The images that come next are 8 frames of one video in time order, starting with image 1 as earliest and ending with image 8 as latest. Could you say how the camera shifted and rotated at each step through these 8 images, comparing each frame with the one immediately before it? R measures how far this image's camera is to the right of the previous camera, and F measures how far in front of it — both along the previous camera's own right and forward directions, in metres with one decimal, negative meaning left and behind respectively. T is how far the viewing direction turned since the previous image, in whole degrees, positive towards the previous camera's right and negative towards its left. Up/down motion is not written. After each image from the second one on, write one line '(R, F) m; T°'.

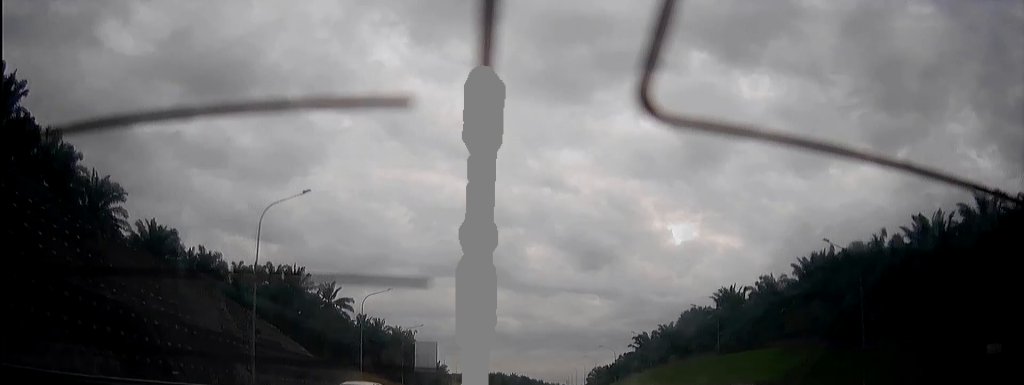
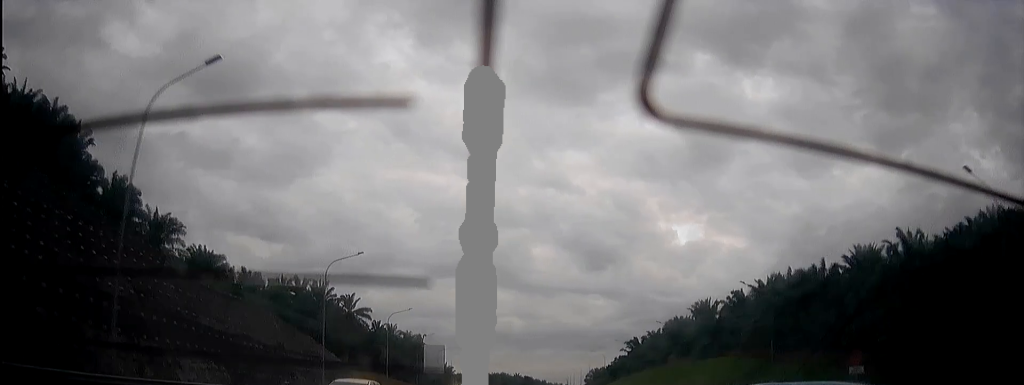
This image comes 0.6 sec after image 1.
(+0.1, +16.6) m; +1°
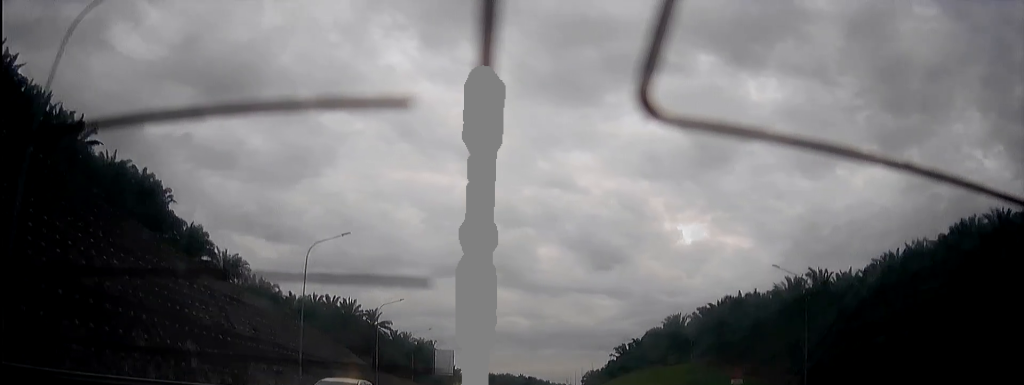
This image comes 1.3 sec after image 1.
(+0.2, +22.6) m; +1°
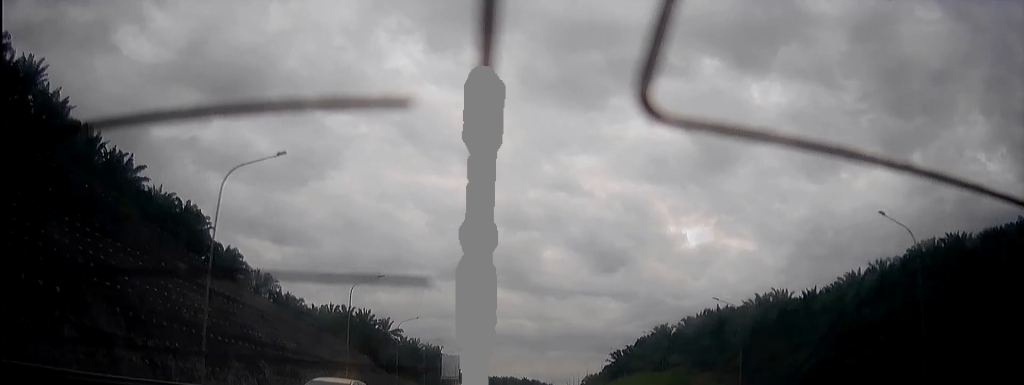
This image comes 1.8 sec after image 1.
(0.0, +14.3) m; 0°
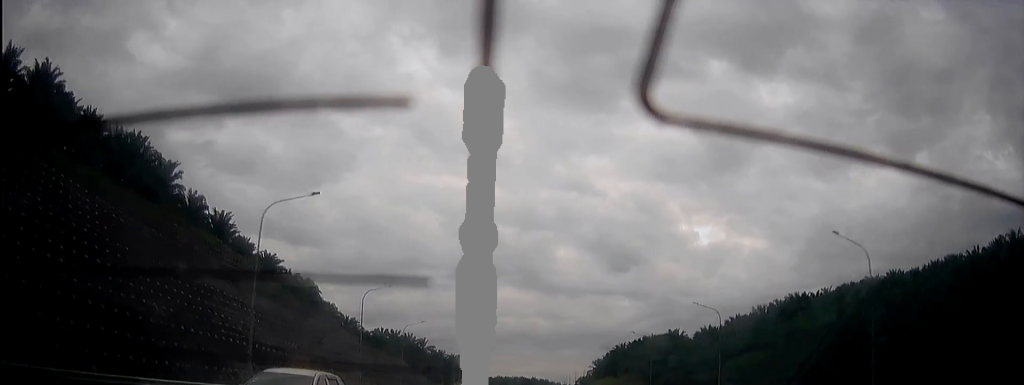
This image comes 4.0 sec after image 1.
(+0.7, +66.5) m; +1°
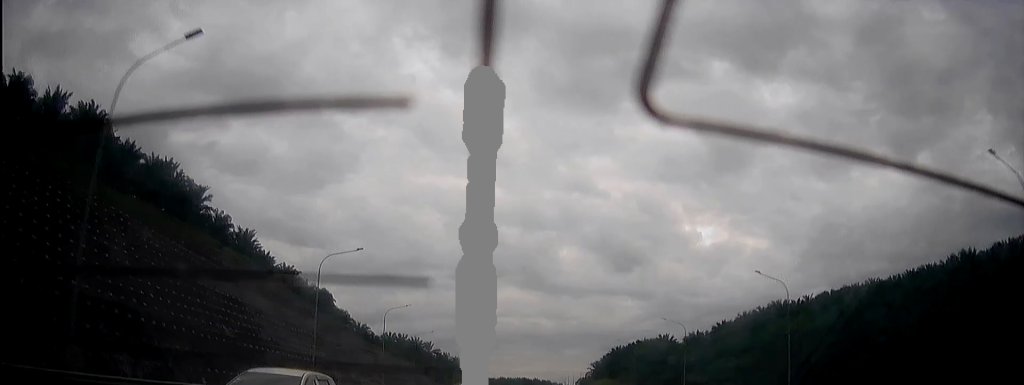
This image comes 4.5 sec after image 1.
(0.0, +13.1) m; 0°
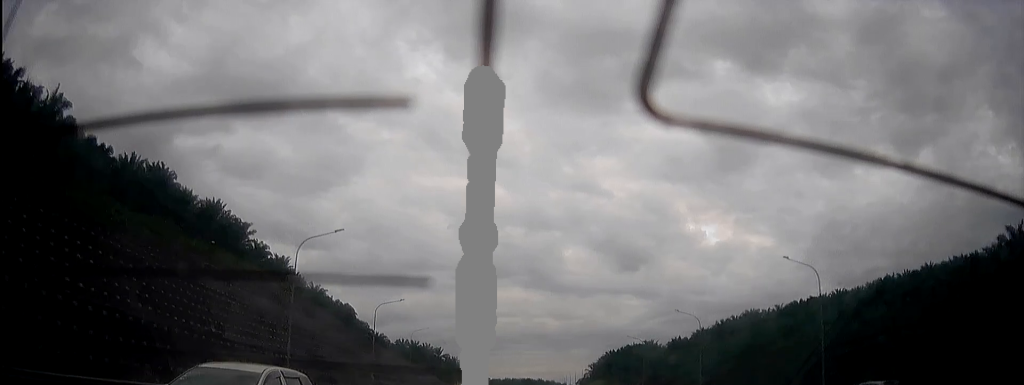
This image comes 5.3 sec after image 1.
(+0.2, +24.9) m; +1°
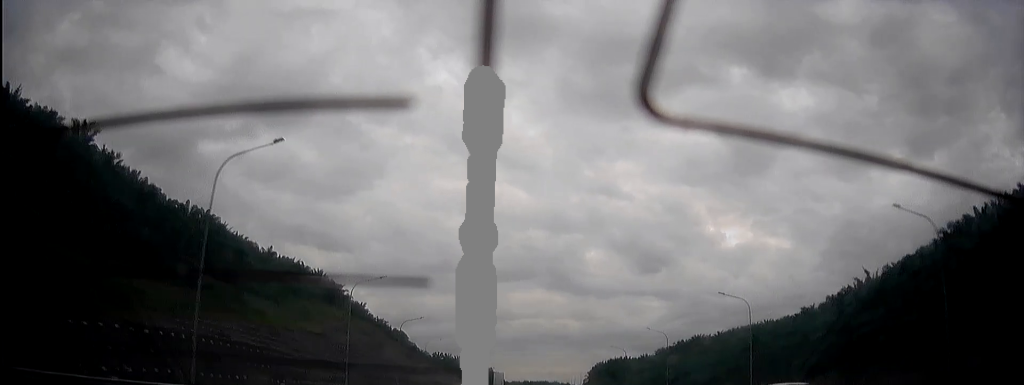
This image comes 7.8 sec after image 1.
(+1.5, +74.7) m; +2°
